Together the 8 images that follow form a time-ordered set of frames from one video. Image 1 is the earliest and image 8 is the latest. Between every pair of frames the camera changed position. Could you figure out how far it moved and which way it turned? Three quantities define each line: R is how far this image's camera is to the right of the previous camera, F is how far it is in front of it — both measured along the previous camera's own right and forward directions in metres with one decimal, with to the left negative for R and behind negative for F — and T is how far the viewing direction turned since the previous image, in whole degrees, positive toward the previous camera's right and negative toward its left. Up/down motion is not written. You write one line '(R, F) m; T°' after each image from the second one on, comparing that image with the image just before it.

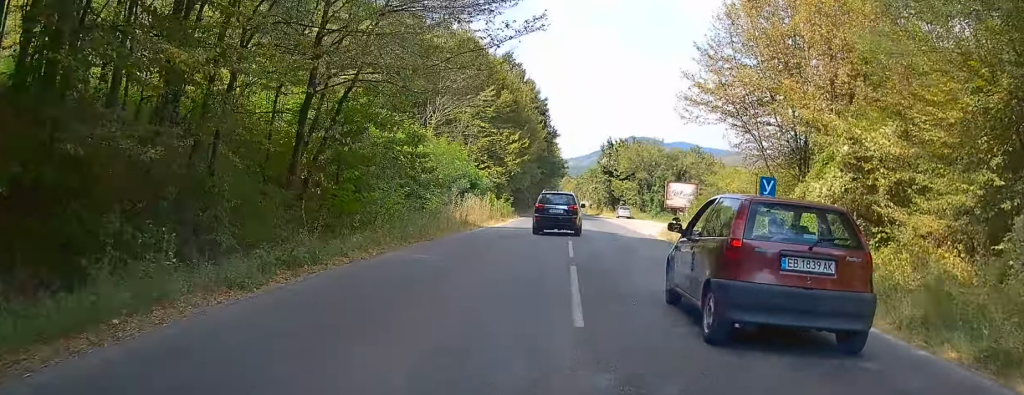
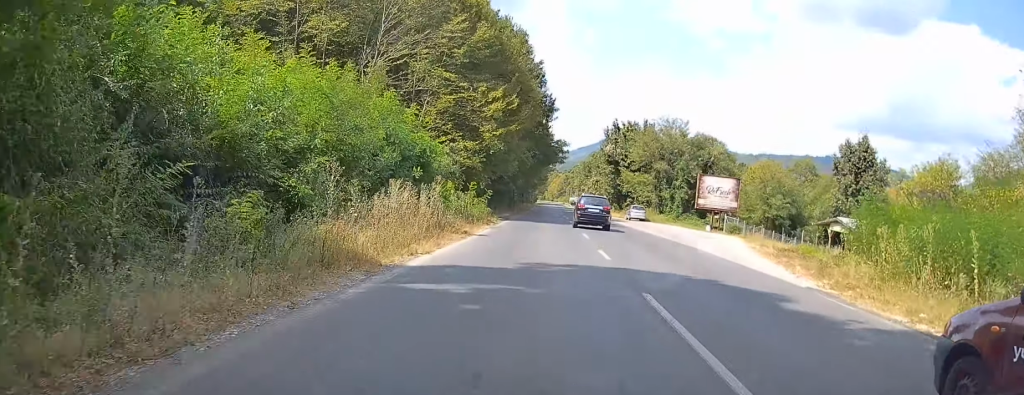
(+0.4, +19.9) m; +1°
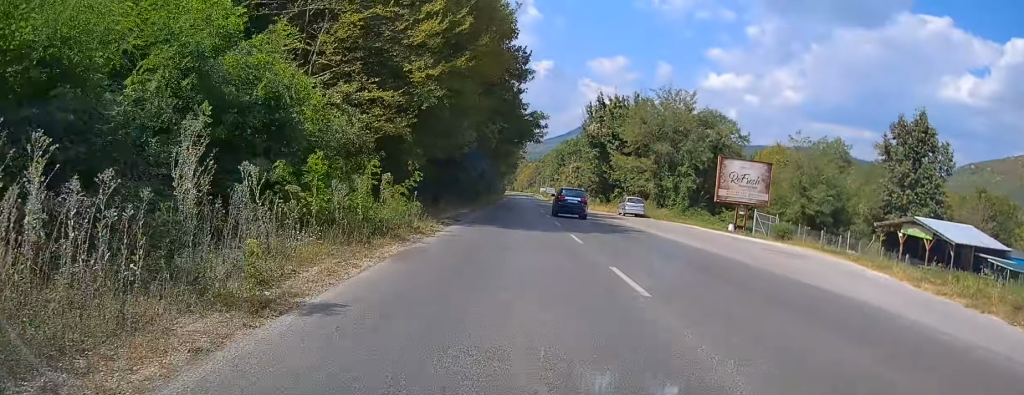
(0.0, +15.0) m; 0°
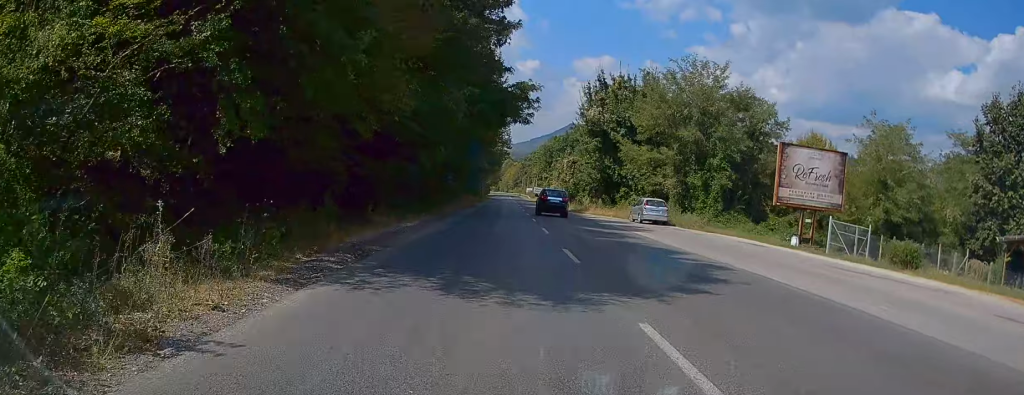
(0.0, +13.9) m; 0°
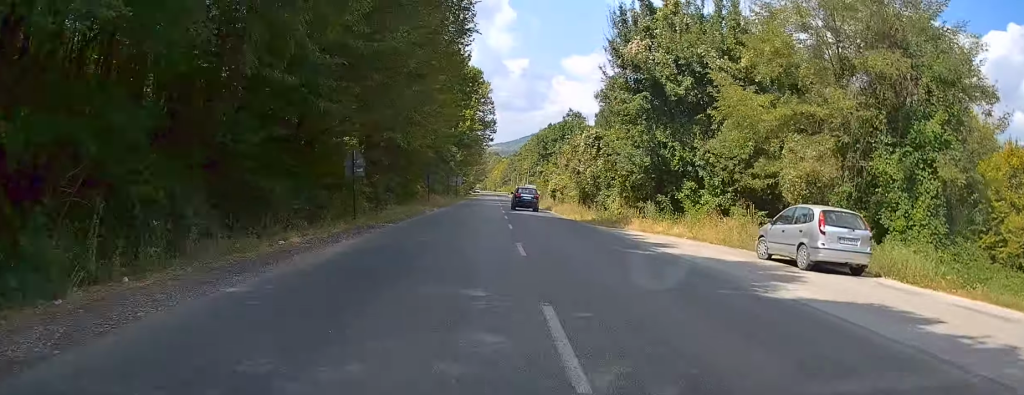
(0.0, +26.4) m; +1°
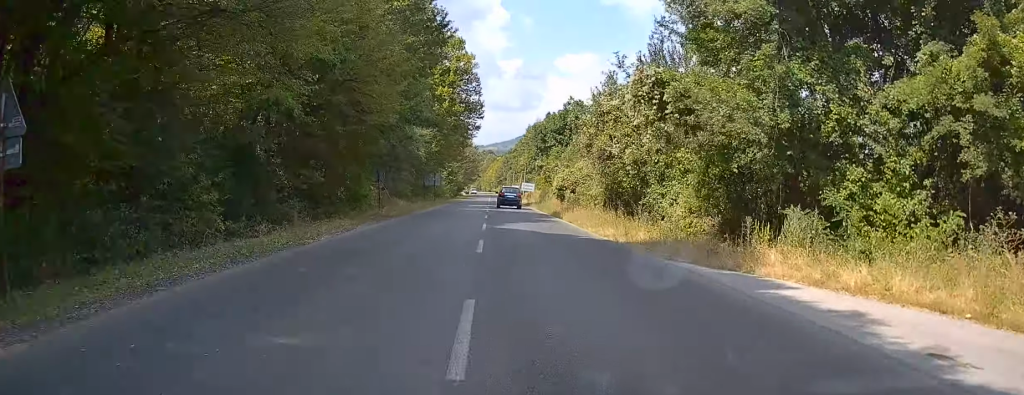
(+0.3, +17.7) m; +1°
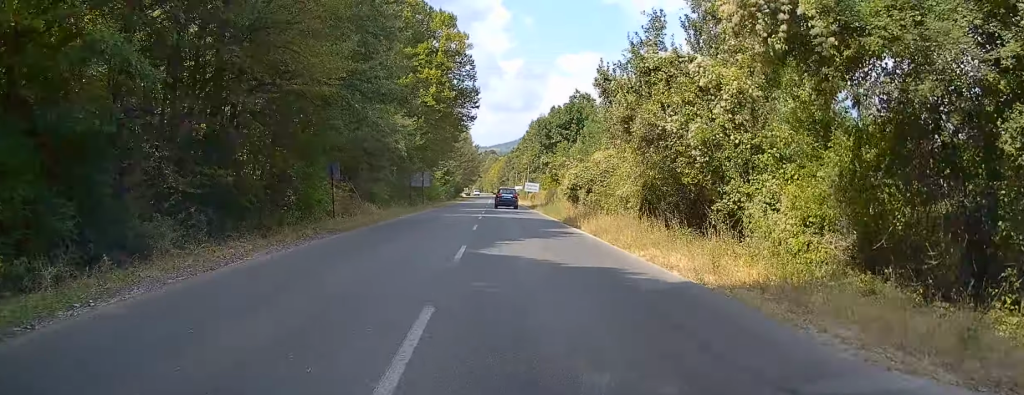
(0.0, +9.6) m; 0°
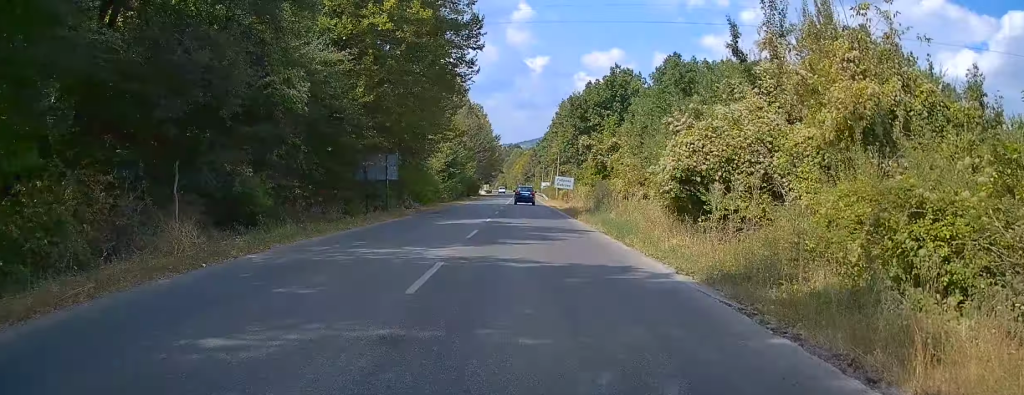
(-0.3, +23.1) m; -2°
